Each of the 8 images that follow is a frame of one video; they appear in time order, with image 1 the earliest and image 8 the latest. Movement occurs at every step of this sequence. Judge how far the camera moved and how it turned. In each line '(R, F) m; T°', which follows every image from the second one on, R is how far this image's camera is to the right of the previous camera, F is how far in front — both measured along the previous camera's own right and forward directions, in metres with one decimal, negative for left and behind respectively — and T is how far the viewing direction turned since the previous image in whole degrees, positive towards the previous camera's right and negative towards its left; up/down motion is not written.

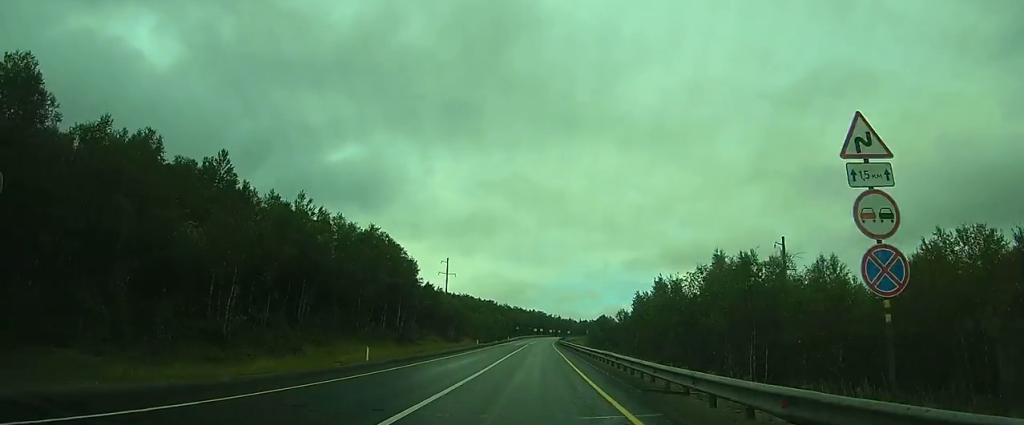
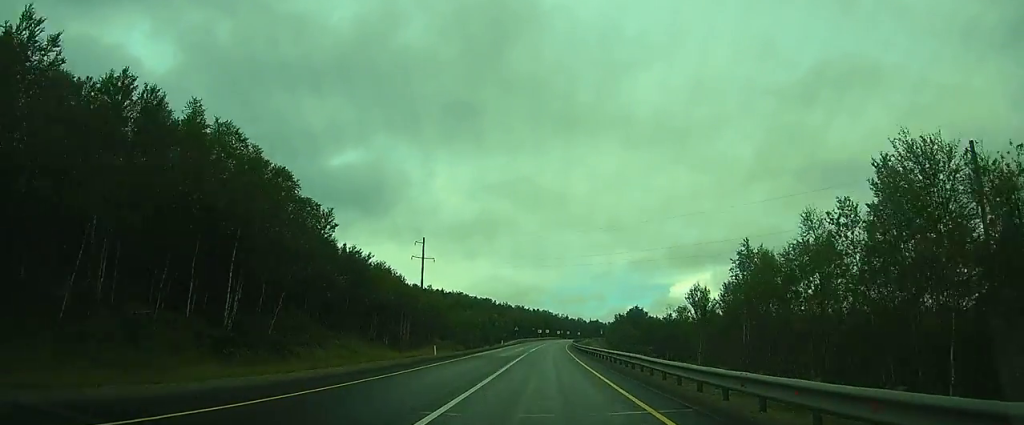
(-1.1, +37.1) m; -2°
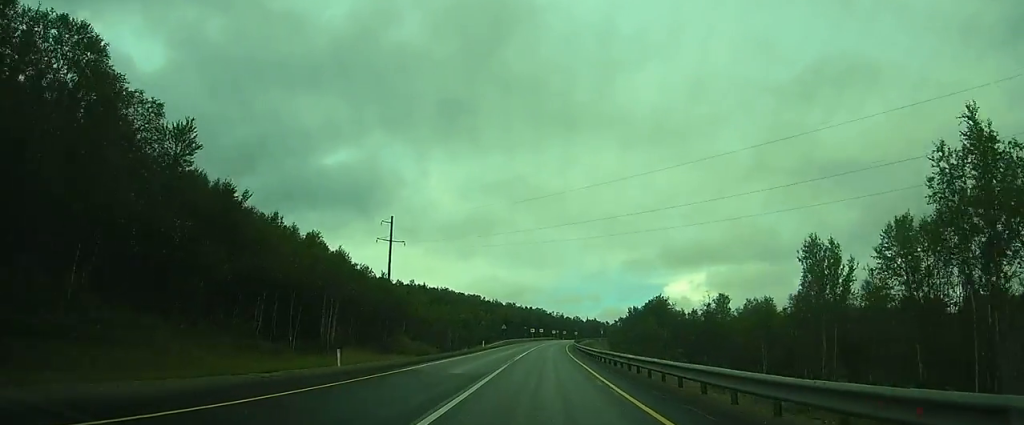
(+0.2, +20.8) m; +1°
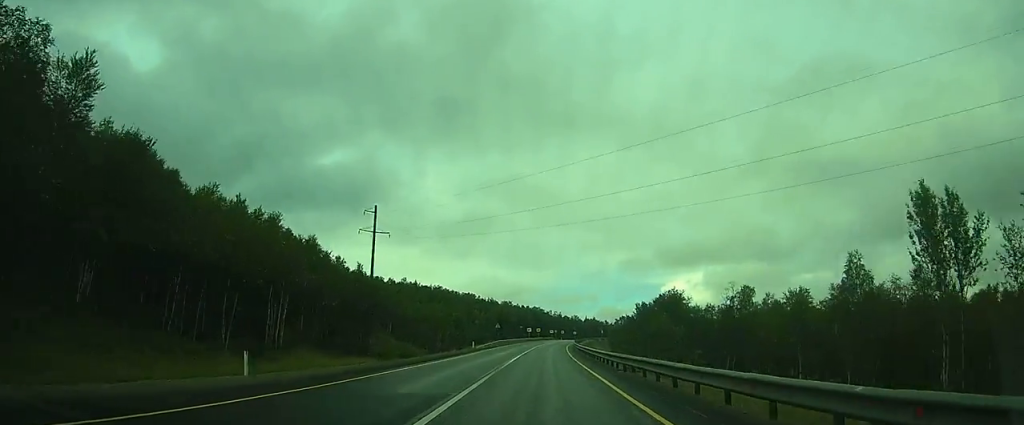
(0.0, +8.0) m; 0°
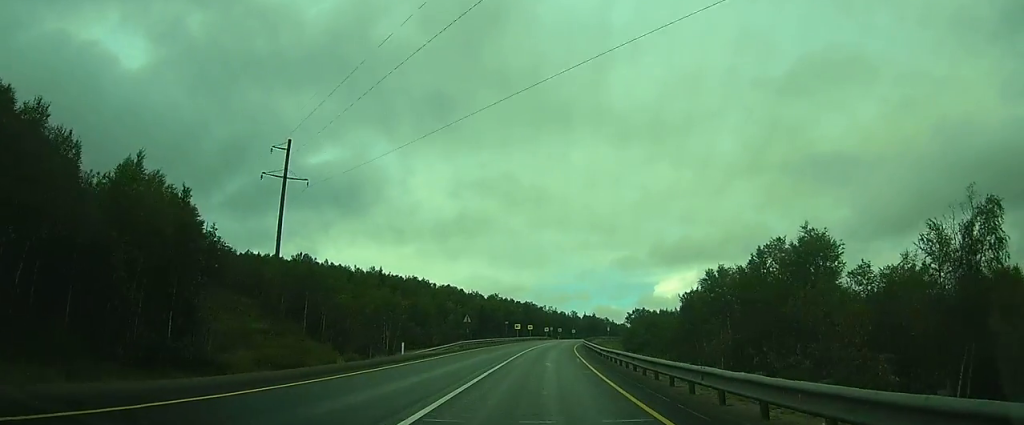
(+0.3, +30.1) m; 0°
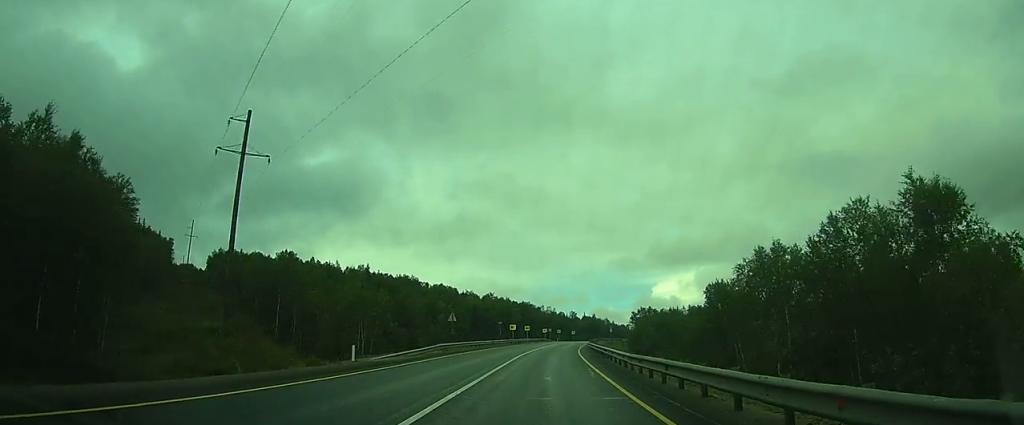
(+0.1, +8.7) m; 0°
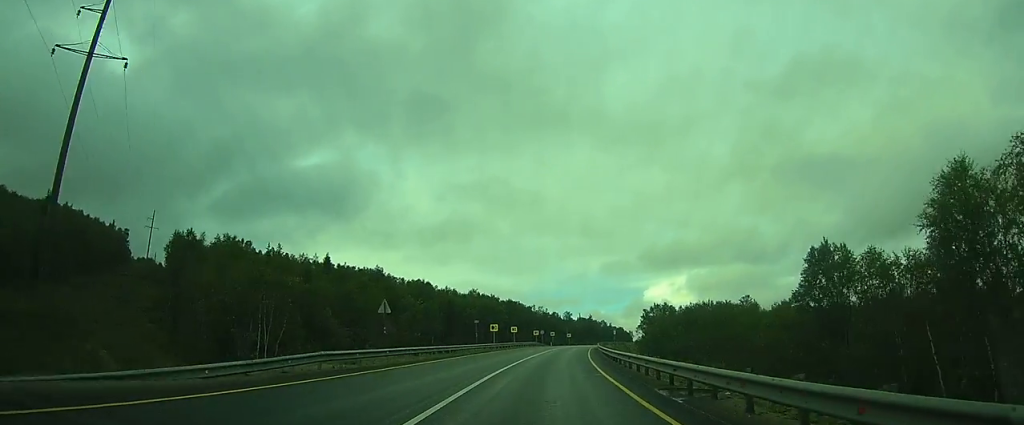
(-0.4, +20.1) m; -1°
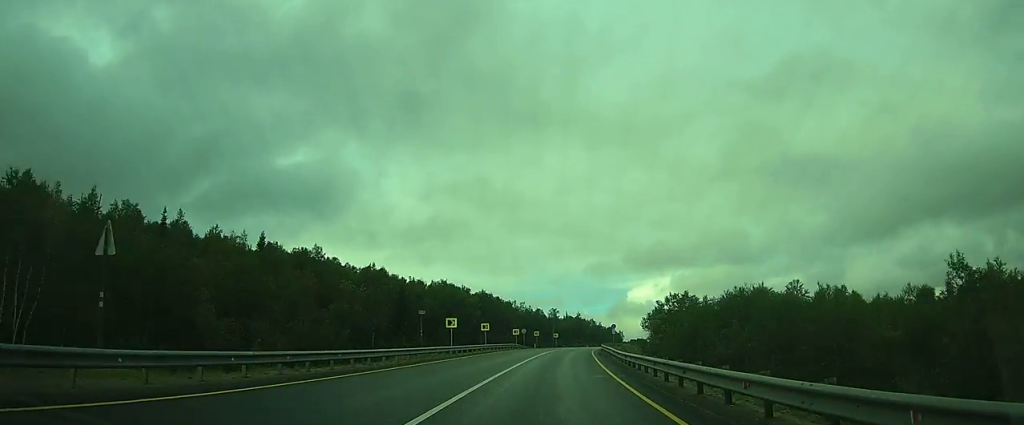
(0.0, +20.6) m; 0°
